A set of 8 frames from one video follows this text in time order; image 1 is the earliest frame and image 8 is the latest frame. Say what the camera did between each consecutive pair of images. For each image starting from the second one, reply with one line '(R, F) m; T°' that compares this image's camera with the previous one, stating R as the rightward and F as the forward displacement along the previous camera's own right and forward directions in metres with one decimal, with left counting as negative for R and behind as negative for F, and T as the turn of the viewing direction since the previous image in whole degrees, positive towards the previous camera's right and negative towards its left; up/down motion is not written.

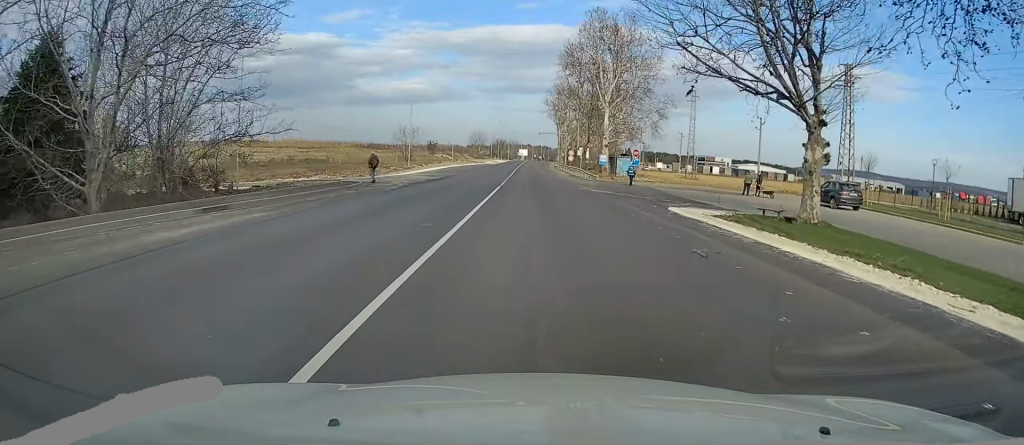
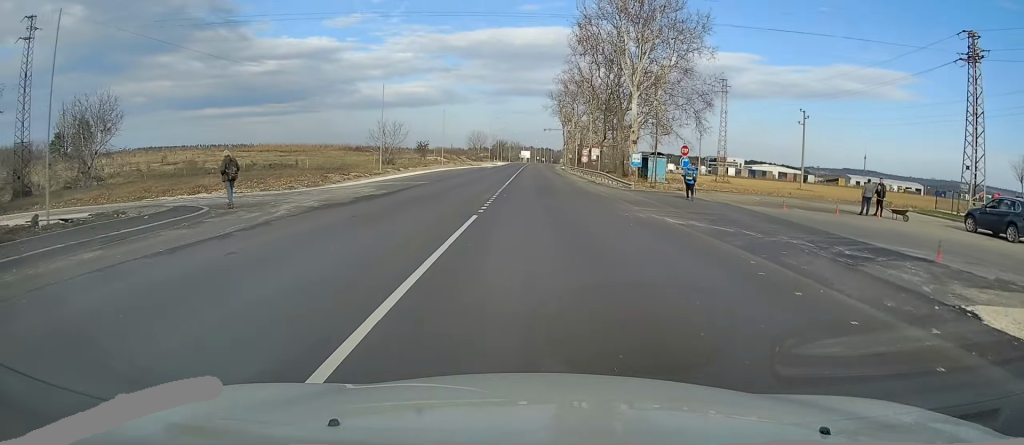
(0.0, +16.8) m; -1°
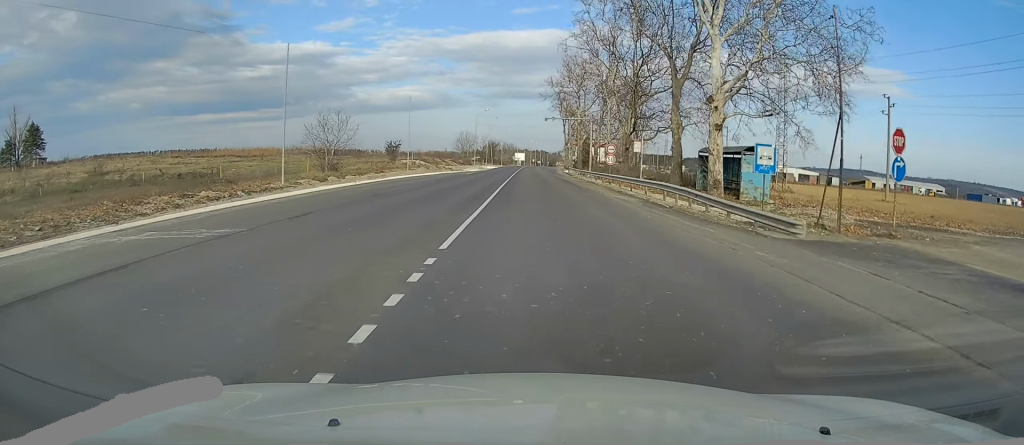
(-0.1, +24.4) m; 0°
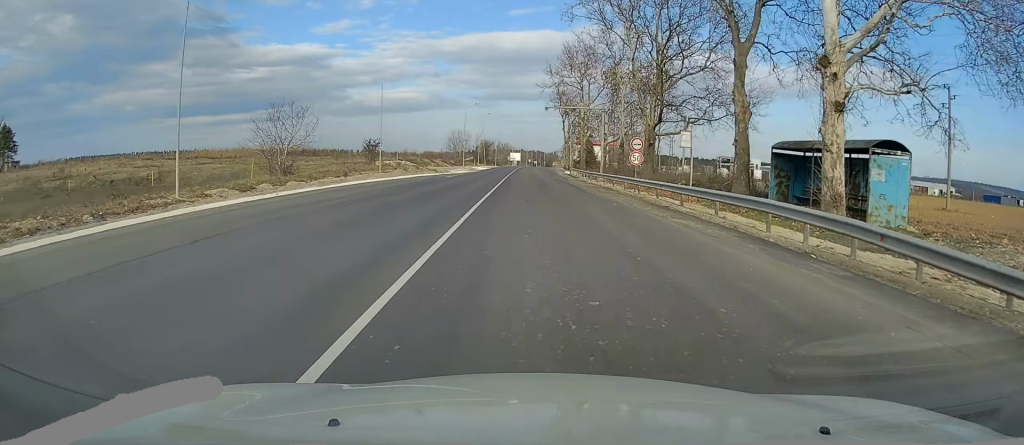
(+0.1, +11.9) m; +1°
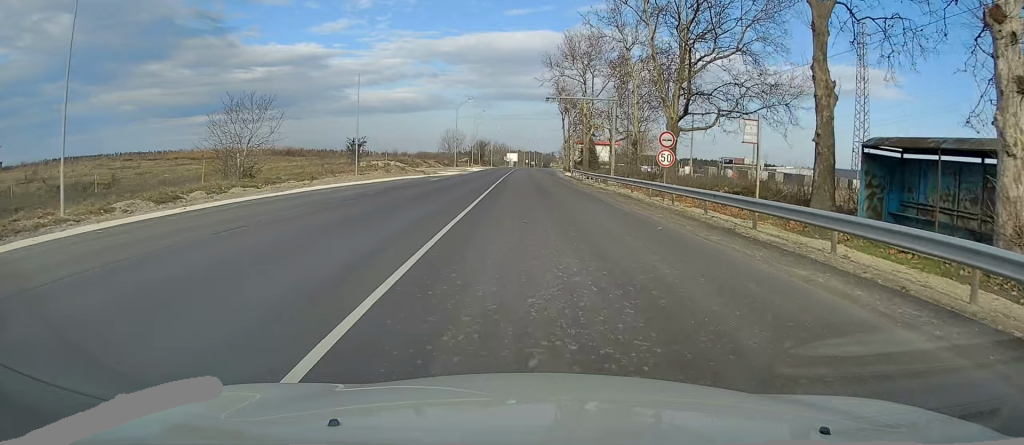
(+0.1, +7.5) m; 0°
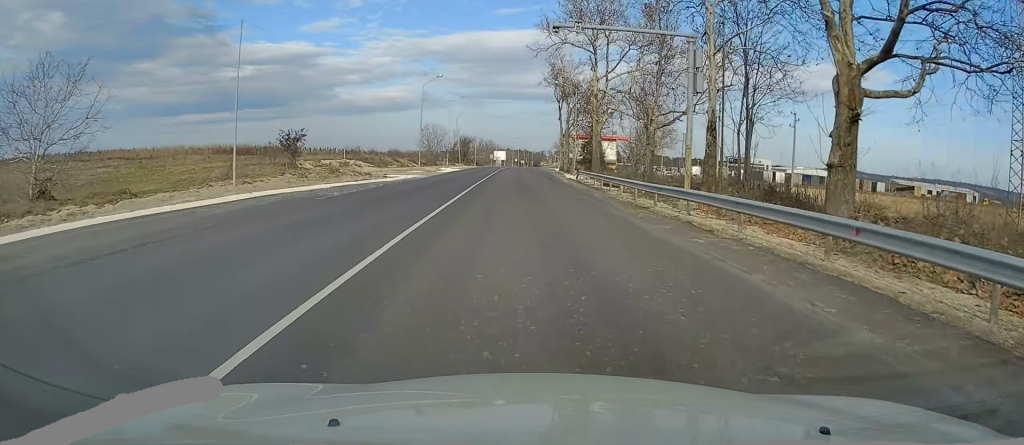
(+0.1, +21.1) m; +1°
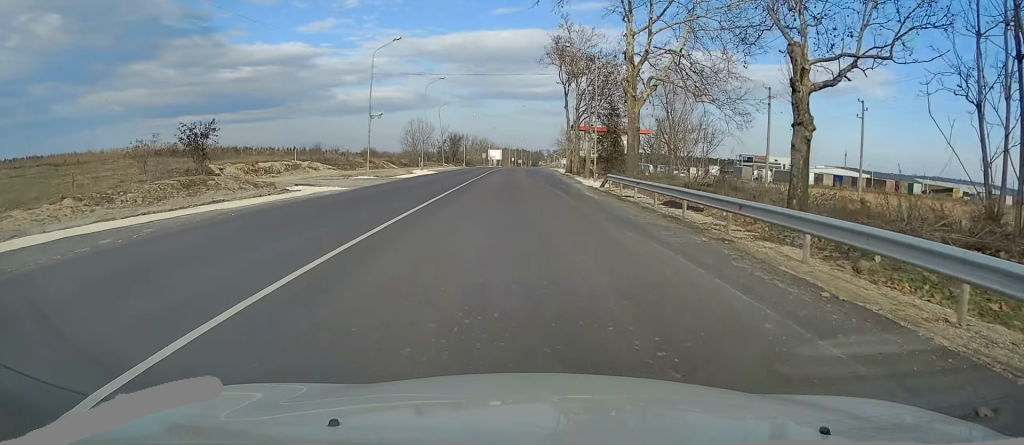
(+0.2, +20.2) m; +1°
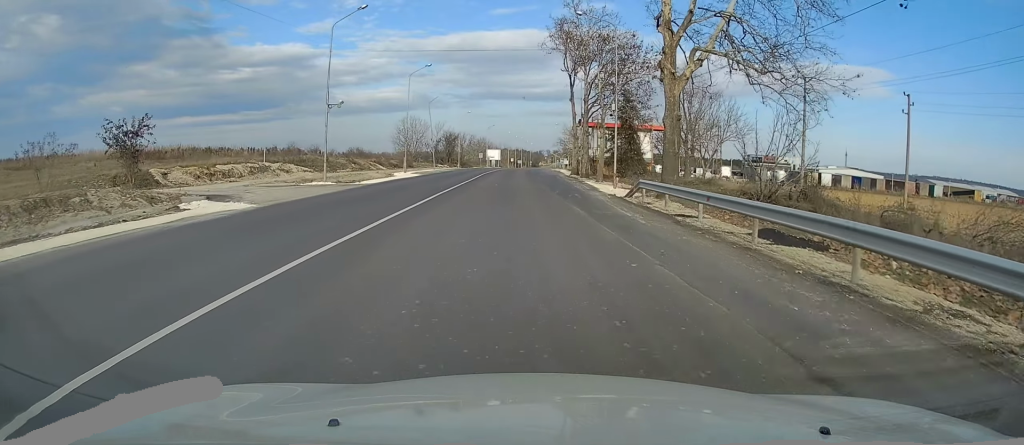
(+0.1, +9.6) m; 0°
